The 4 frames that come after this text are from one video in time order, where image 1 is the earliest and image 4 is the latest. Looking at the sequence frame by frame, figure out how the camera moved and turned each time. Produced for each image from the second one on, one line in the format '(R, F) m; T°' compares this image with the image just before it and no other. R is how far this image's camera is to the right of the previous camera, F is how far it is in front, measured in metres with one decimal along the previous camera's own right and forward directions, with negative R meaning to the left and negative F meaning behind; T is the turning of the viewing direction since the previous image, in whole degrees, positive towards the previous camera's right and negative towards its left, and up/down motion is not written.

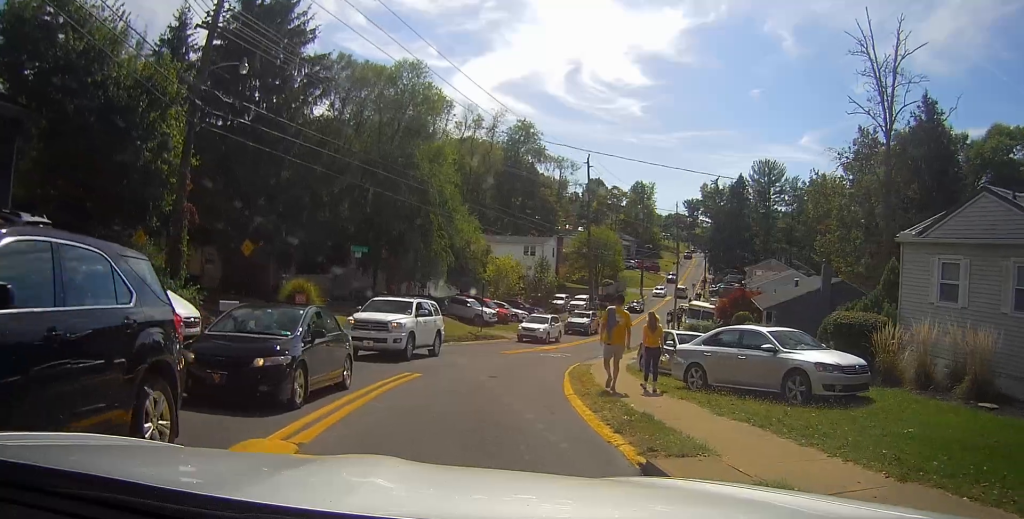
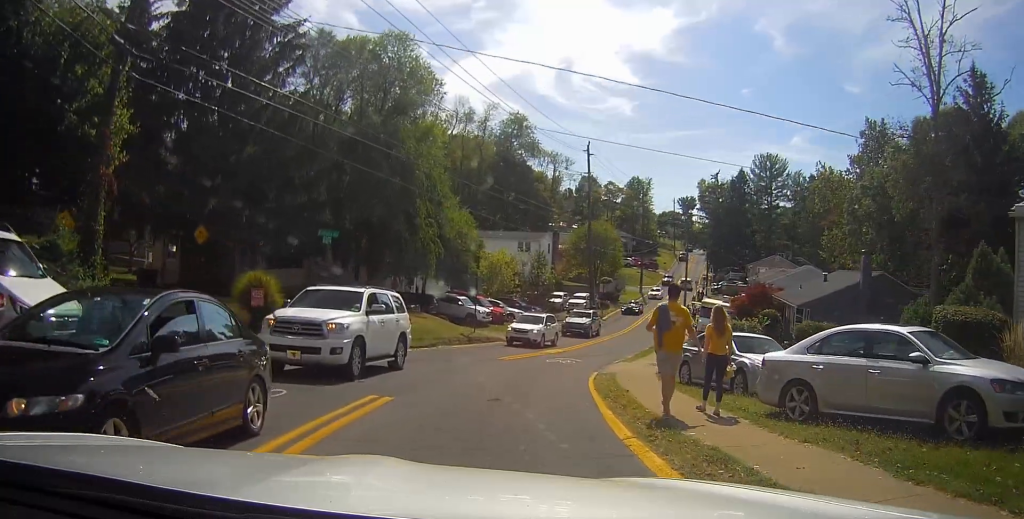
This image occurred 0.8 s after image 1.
(-0.1, +5.1) m; +1°
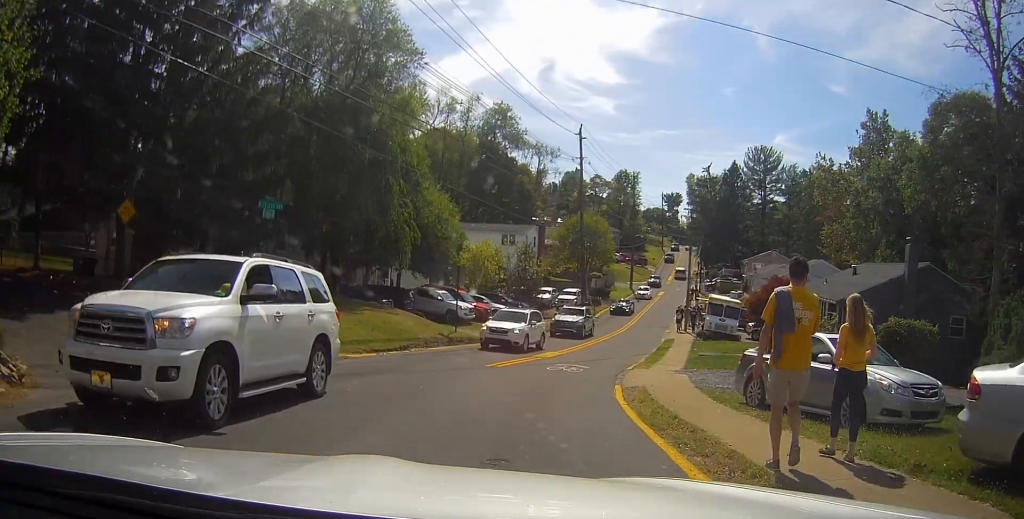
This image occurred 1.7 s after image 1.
(+0.1, +5.5) m; +4°
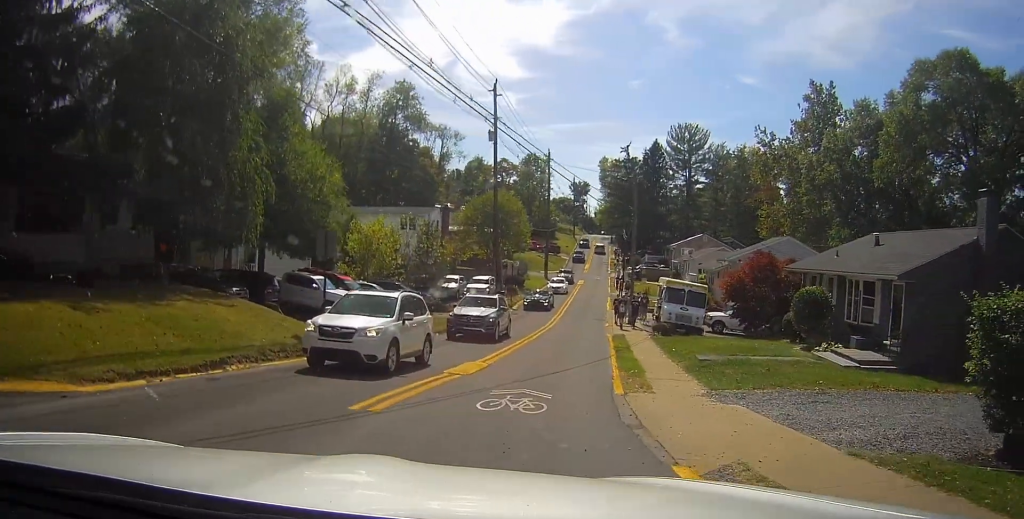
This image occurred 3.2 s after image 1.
(+0.9, +10.5) m; +9°
